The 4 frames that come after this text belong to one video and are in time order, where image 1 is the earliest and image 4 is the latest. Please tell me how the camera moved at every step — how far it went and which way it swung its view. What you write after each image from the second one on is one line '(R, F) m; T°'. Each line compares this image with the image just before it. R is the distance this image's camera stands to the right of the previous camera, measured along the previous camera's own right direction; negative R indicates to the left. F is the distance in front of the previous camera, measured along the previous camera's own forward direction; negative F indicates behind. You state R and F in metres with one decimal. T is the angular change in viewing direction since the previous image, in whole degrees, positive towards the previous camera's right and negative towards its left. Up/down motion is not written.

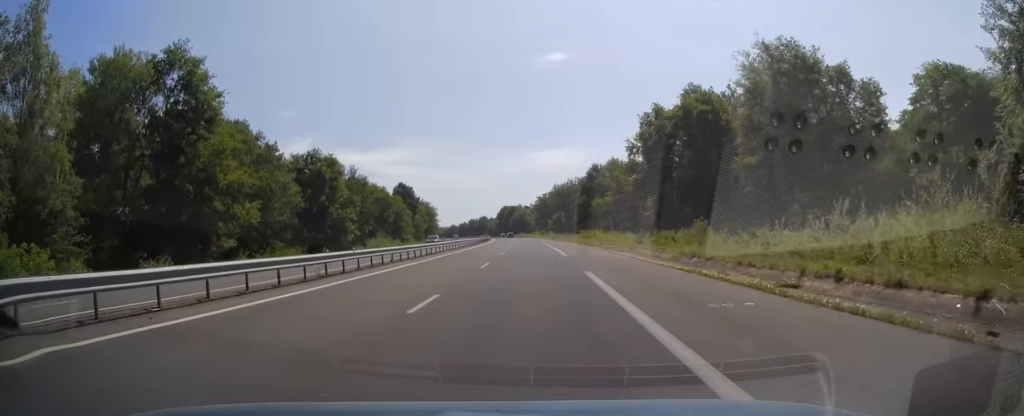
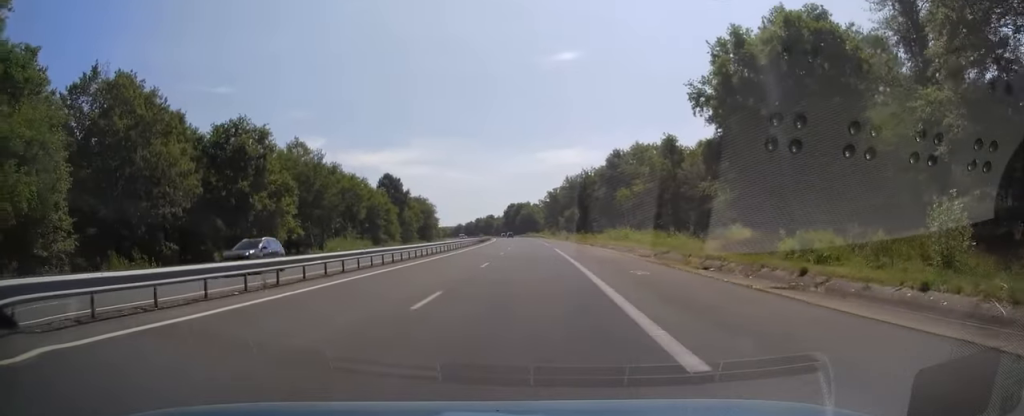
(0.0, +26.2) m; -1°
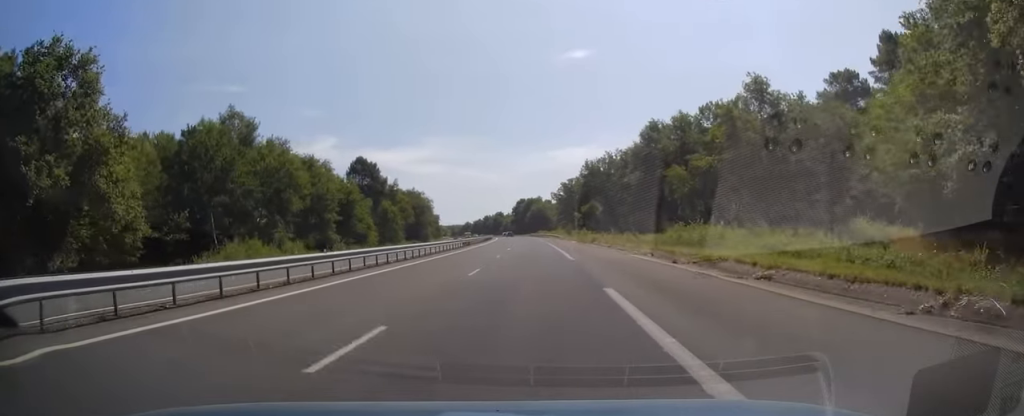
(-0.5, +31.5) m; -2°
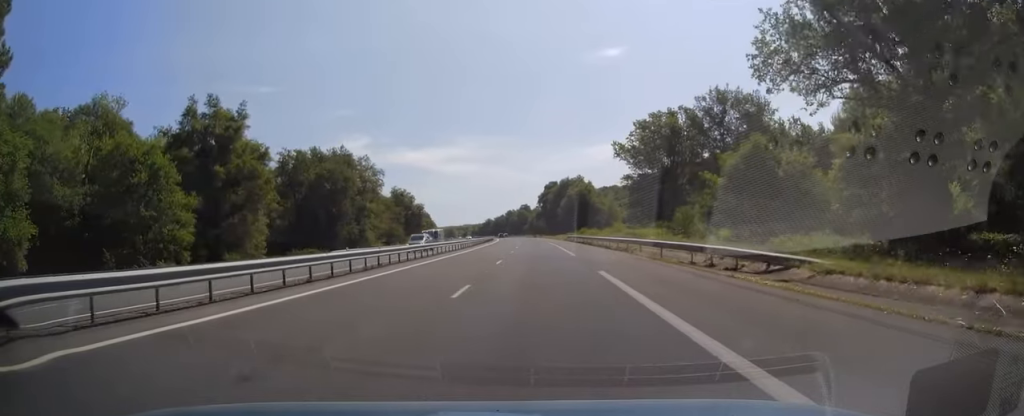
(-2.3, +99.4) m; -2°
